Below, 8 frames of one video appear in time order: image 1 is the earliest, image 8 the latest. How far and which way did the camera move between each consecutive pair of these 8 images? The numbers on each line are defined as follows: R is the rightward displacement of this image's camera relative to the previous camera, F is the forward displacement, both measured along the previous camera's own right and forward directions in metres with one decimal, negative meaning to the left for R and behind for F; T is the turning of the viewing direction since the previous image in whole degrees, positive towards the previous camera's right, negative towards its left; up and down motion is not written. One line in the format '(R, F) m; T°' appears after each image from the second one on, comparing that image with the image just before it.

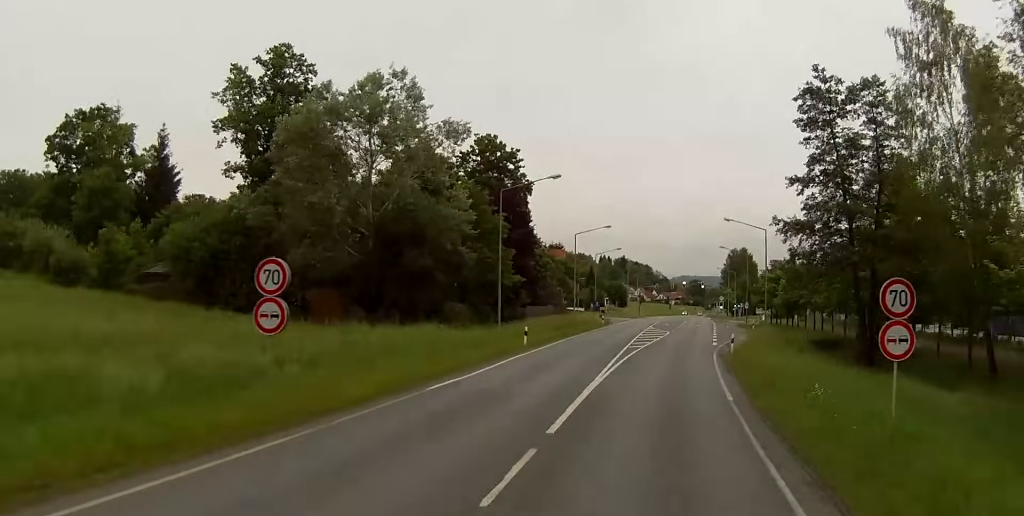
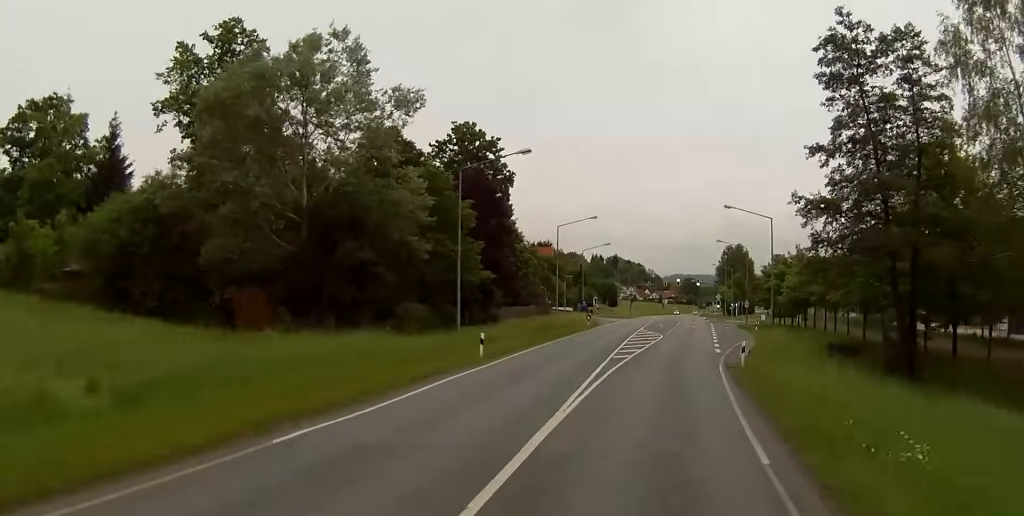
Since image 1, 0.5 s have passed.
(+0.2, +9.2) m; +1°
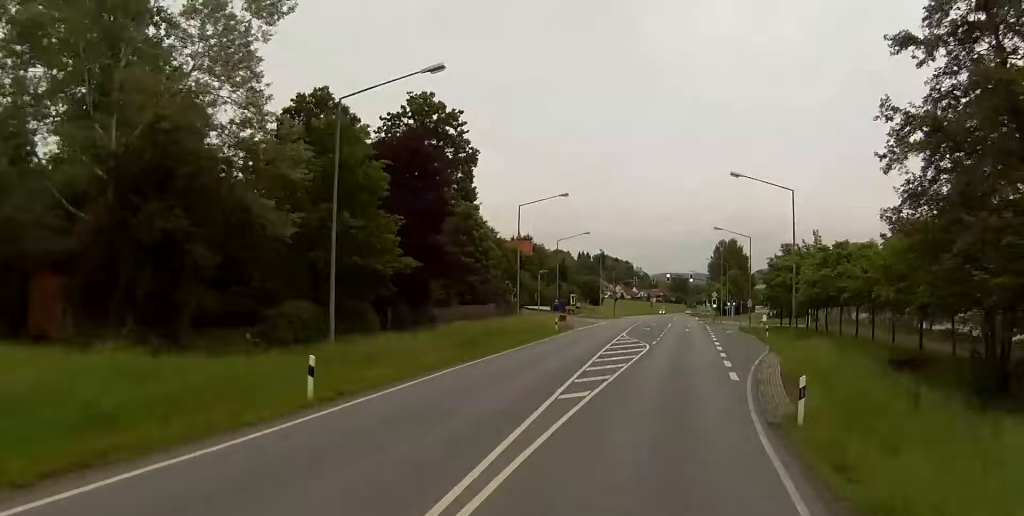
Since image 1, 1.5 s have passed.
(+0.3, +16.5) m; +1°
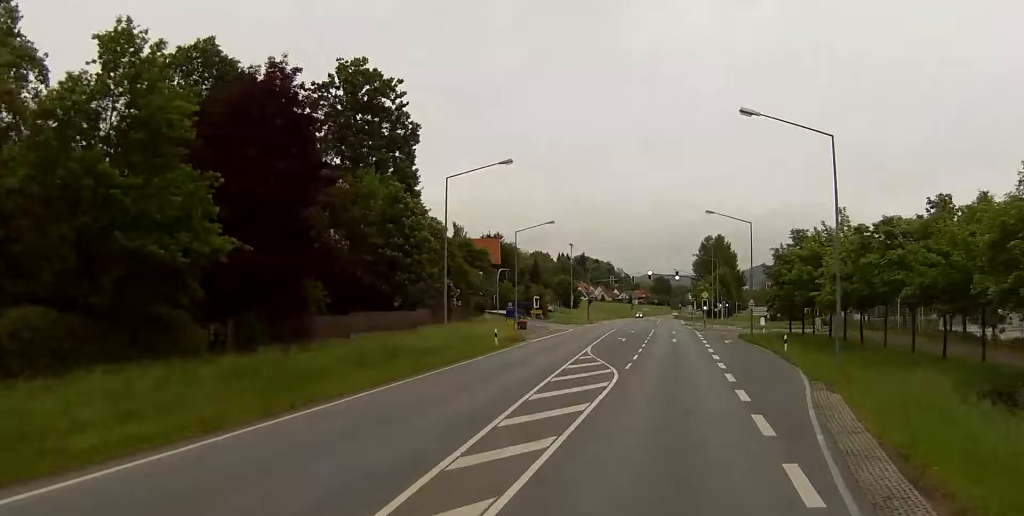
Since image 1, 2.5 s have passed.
(0.0, +17.5) m; 0°
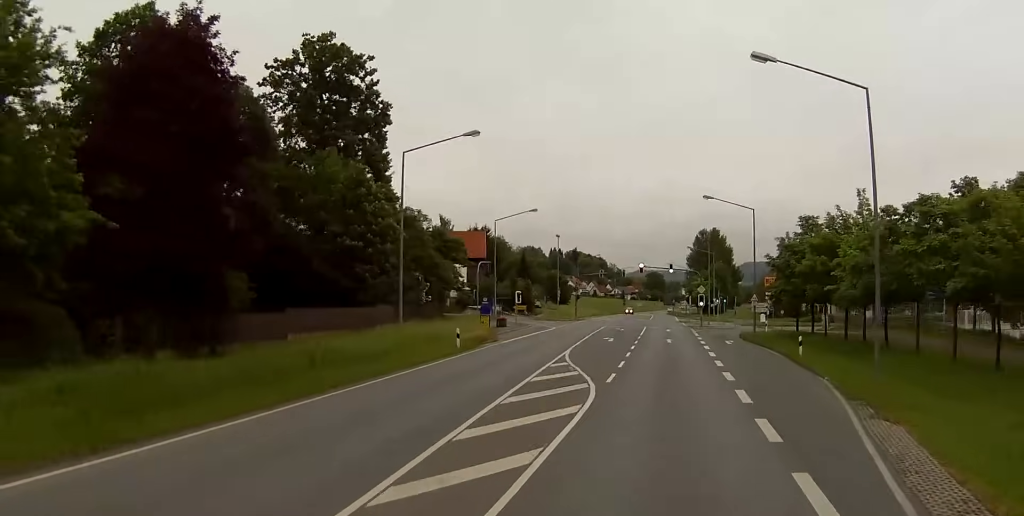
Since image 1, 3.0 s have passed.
(0.0, +7.3) m; 0°
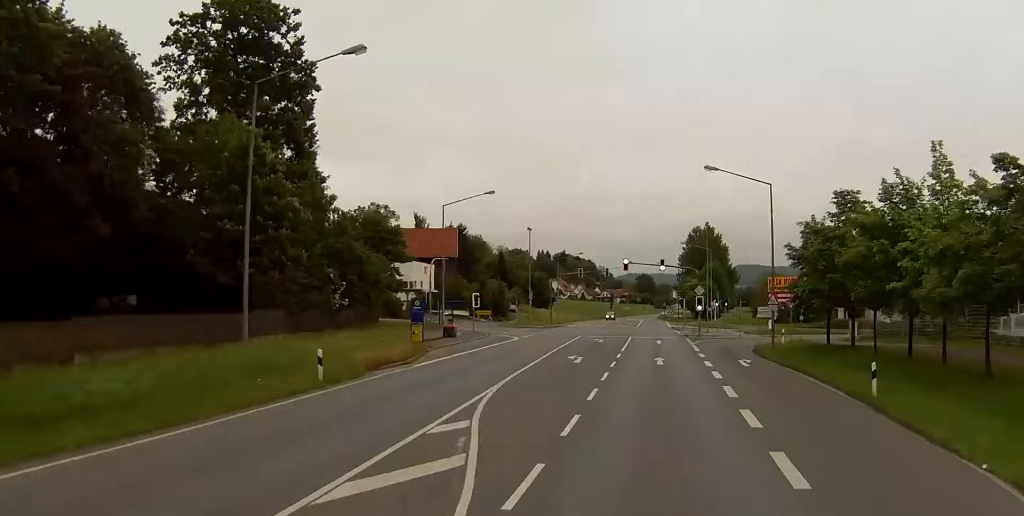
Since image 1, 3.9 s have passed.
(0.0, +15.6) m; +1°
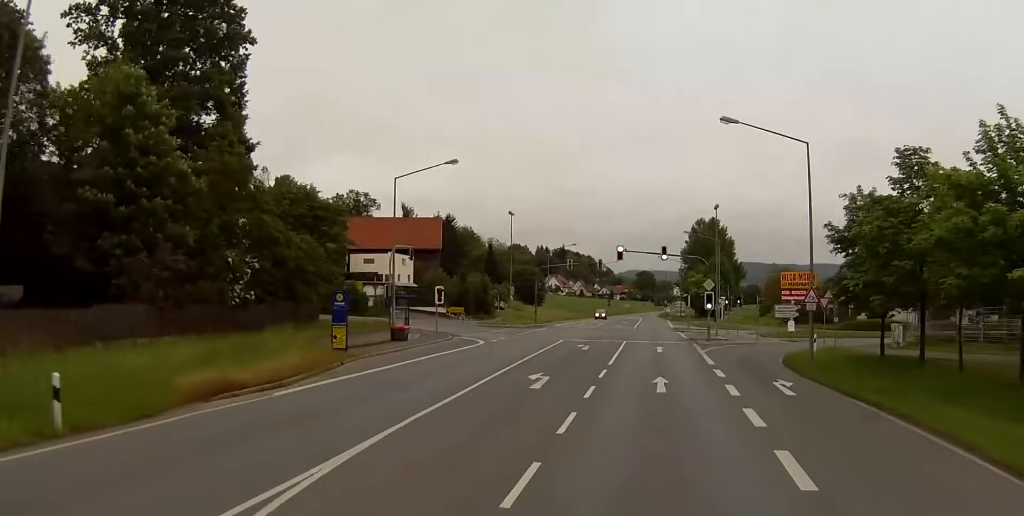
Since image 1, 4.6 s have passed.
(+0.3, +12.2) m; +1°
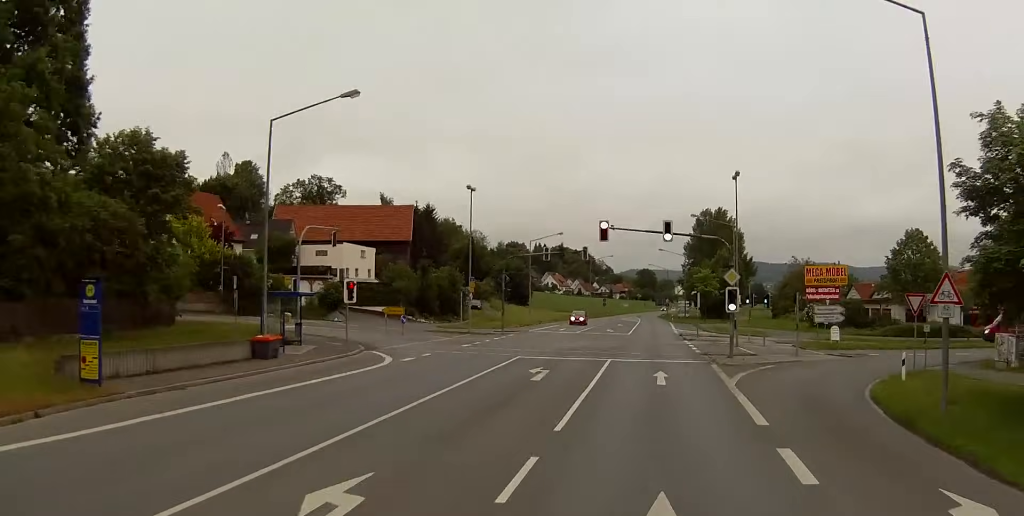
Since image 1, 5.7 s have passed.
(+0.1, +17.6) m; 0°
